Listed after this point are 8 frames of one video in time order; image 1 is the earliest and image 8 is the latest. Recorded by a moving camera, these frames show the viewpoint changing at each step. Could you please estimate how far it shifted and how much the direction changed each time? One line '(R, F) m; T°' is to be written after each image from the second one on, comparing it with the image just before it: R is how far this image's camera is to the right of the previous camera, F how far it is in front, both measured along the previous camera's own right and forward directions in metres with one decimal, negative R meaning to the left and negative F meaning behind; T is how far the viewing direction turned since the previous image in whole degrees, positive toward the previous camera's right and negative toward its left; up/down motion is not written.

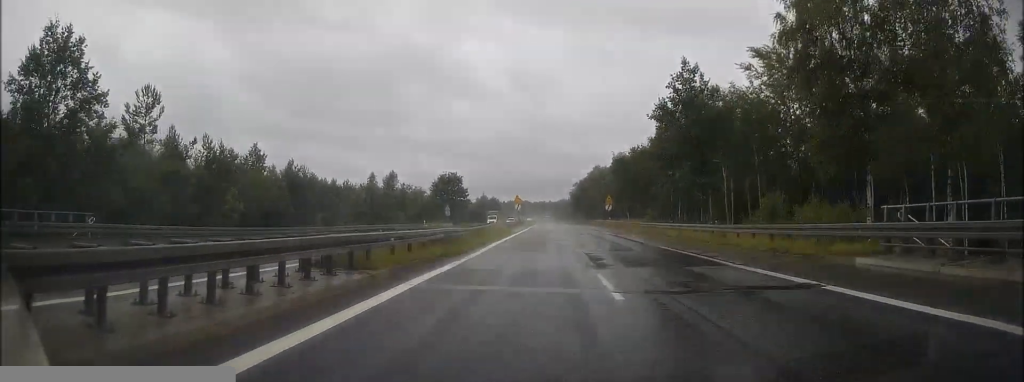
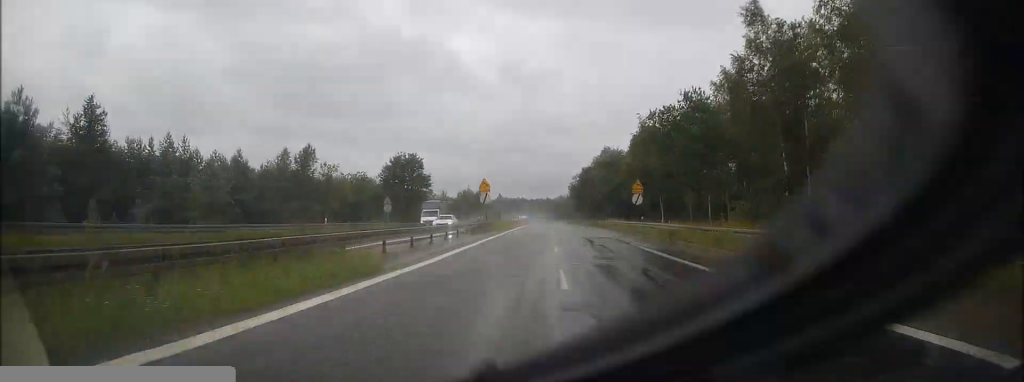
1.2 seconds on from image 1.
(0.0, +34.3) m; 0°
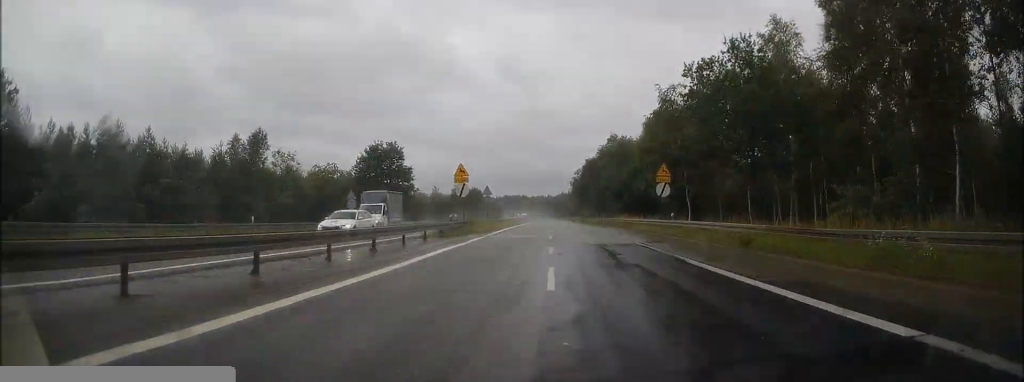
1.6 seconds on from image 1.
(0.0, +12.3) m; 0°
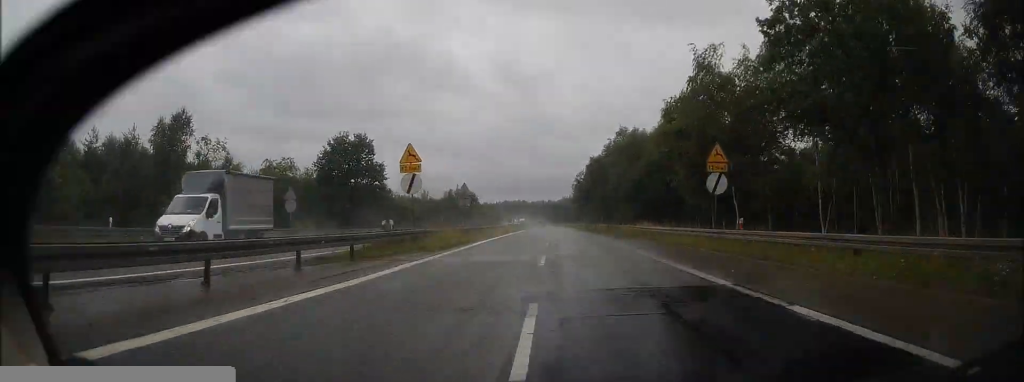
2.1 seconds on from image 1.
(0.0, +13.2) m; 0°
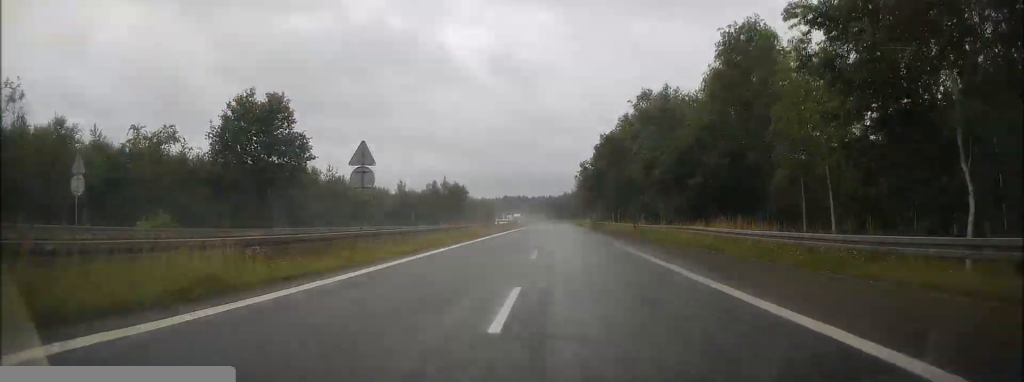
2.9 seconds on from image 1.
(0.0, +21.6) m; -1°
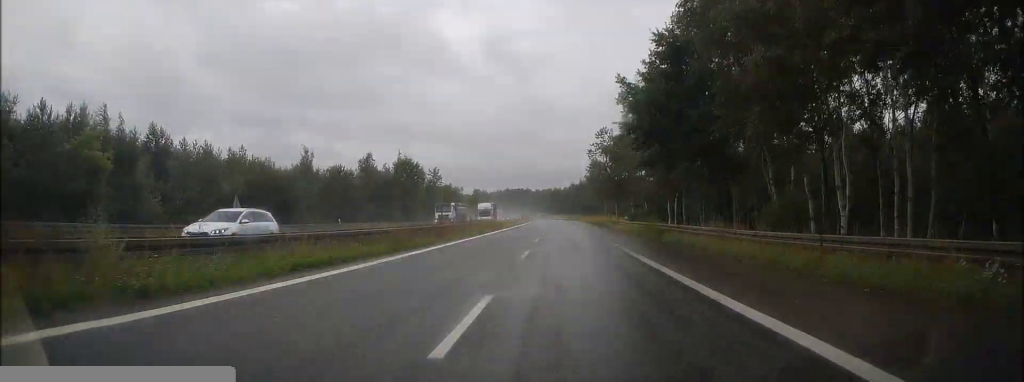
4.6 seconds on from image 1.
(-0.6, +48.6) m; 0°
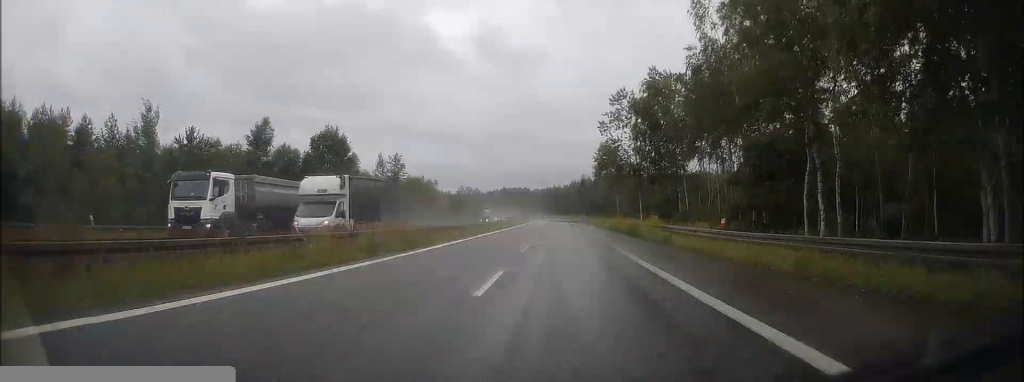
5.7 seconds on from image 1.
(+0.5, +31.5) m; +1°
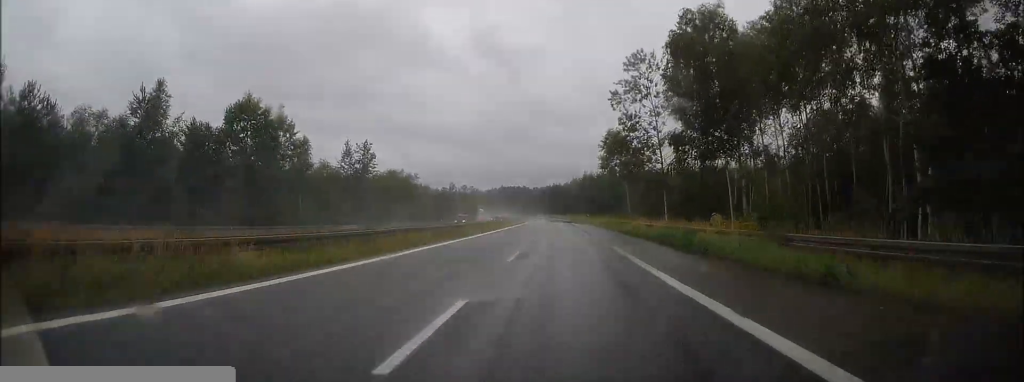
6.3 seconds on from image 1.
(+0.3, +16.6) m; -1°
